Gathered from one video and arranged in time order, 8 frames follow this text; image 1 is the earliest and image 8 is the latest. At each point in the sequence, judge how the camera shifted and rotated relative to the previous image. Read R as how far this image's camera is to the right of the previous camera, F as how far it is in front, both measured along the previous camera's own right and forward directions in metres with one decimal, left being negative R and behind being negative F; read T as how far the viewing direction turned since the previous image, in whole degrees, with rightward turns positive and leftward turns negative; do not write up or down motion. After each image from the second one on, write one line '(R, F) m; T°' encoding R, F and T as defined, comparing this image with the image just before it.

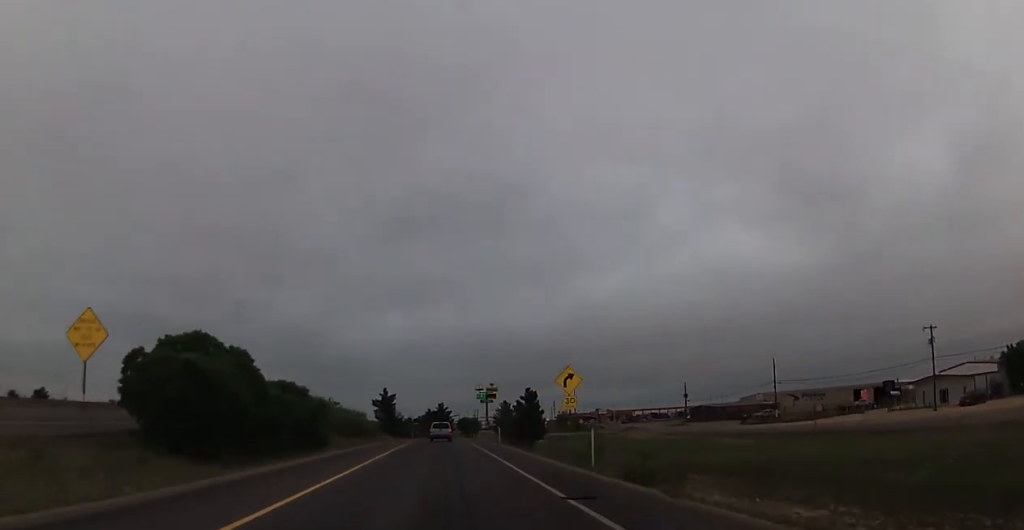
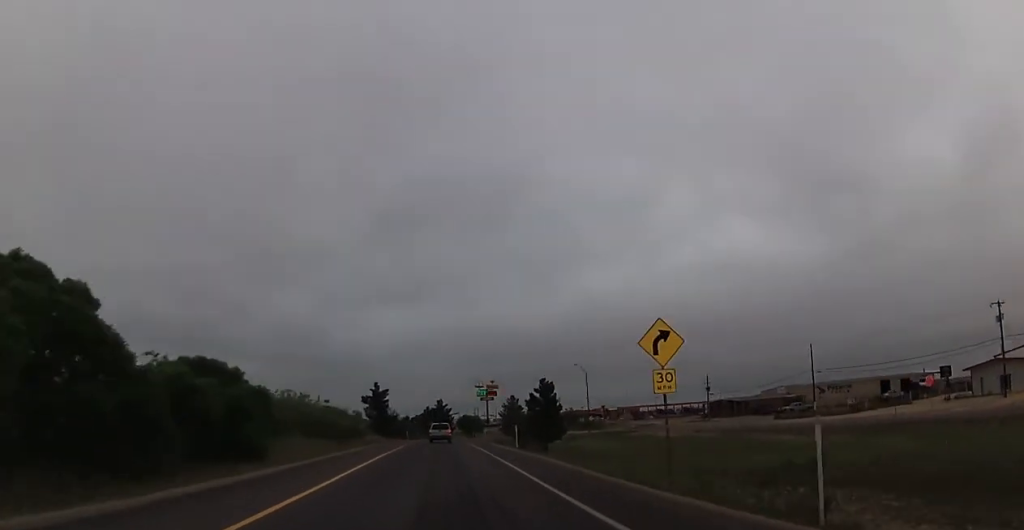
(+0.3, +13.0) m; 0°
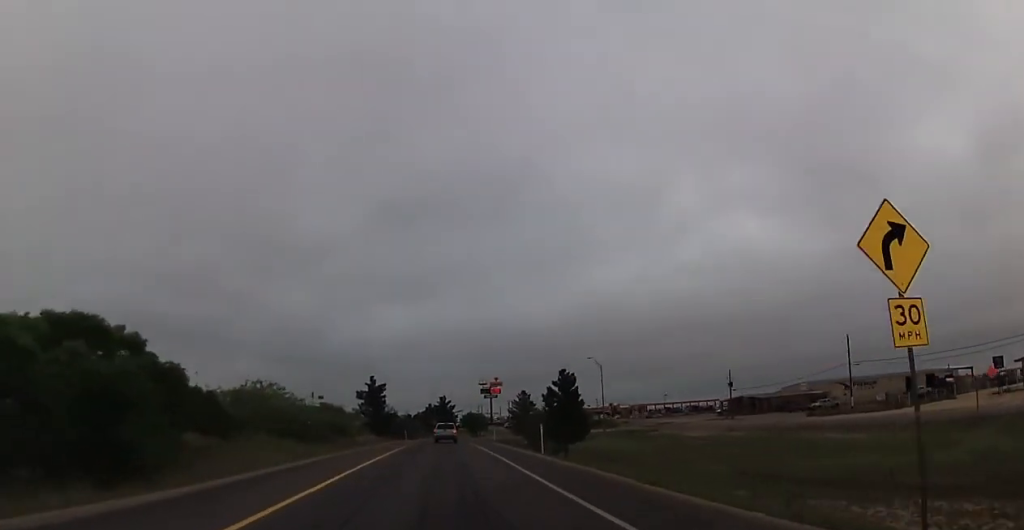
(0.0, +9.7) m; 0°
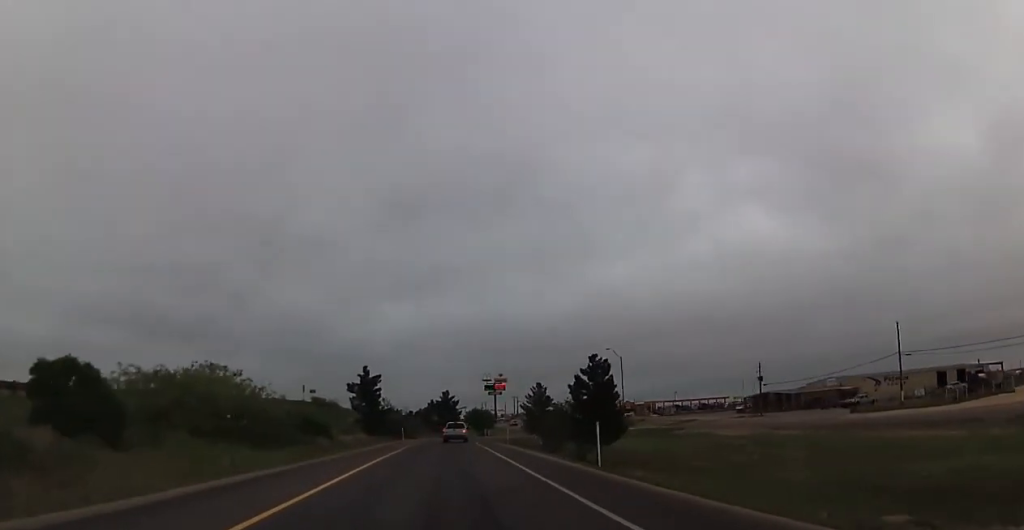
(-0.3, +11.6) m; 0°
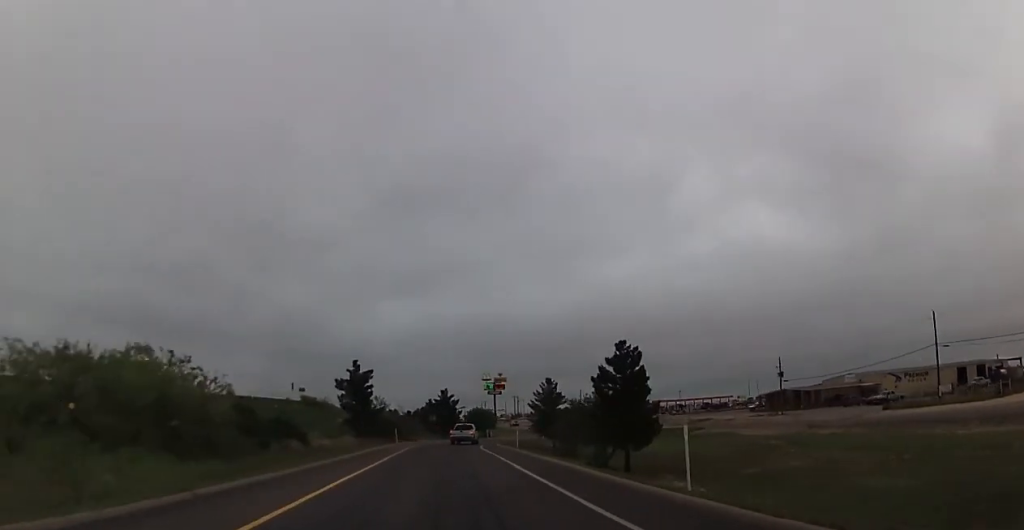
(0.0, +8.1) m; 0°
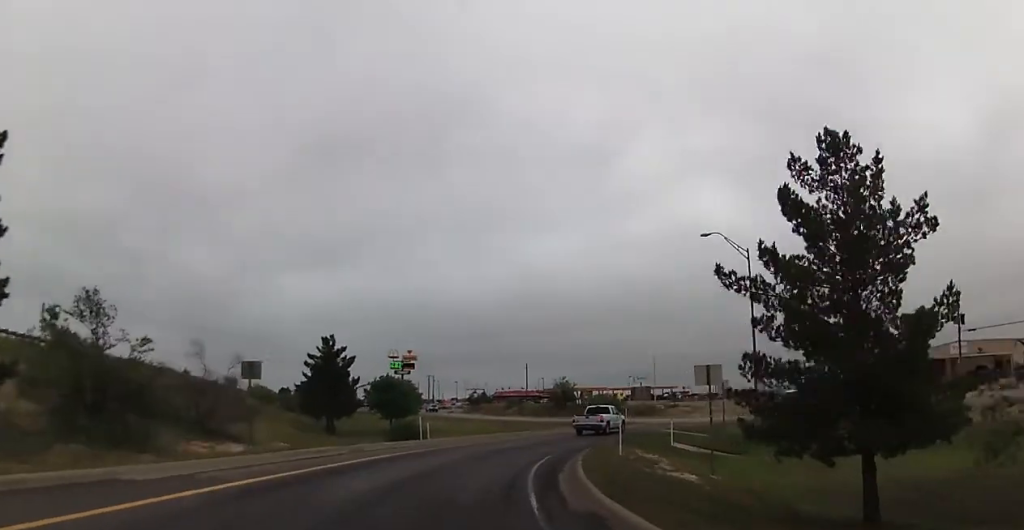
(0.0, +57.3) m; +4°
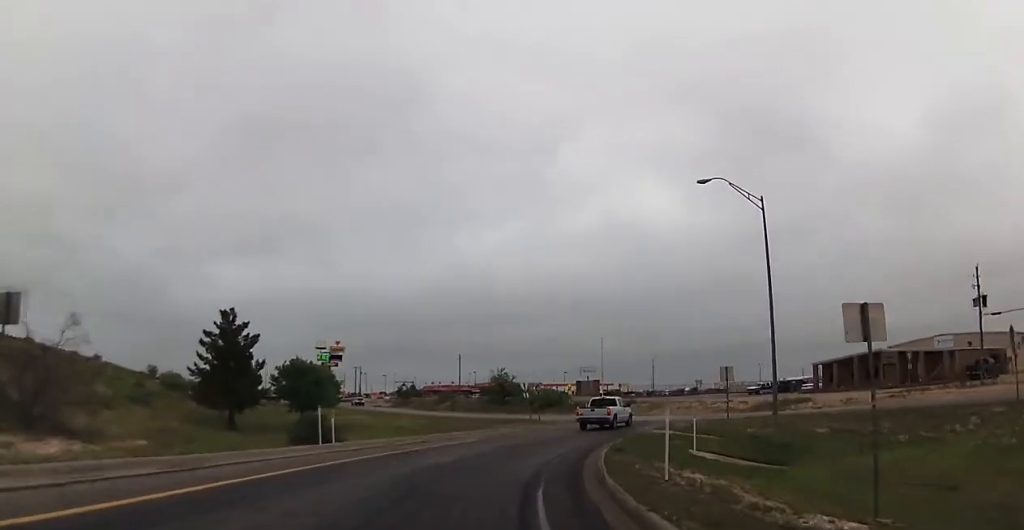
(+0.1, +12.2) m; +4°
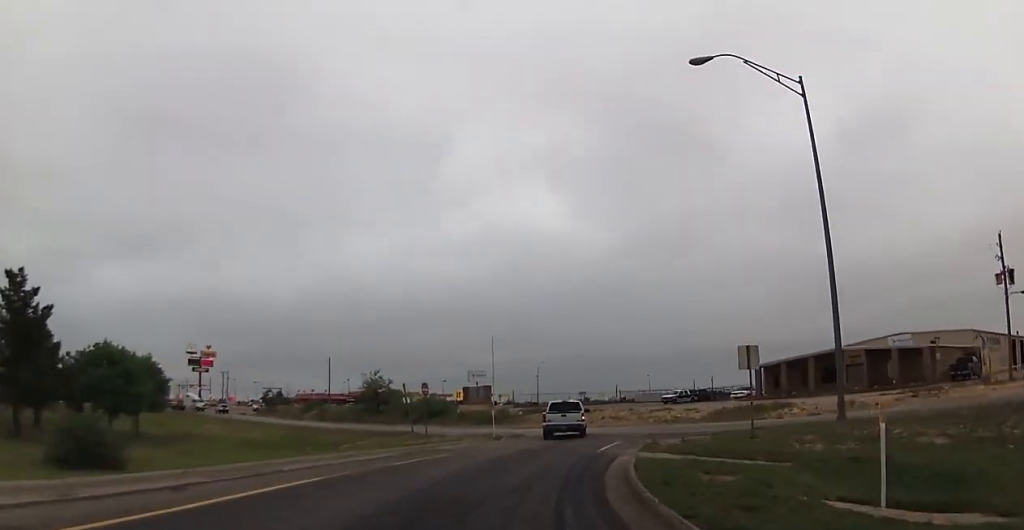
(+1.4, +16.8) m; +6°
